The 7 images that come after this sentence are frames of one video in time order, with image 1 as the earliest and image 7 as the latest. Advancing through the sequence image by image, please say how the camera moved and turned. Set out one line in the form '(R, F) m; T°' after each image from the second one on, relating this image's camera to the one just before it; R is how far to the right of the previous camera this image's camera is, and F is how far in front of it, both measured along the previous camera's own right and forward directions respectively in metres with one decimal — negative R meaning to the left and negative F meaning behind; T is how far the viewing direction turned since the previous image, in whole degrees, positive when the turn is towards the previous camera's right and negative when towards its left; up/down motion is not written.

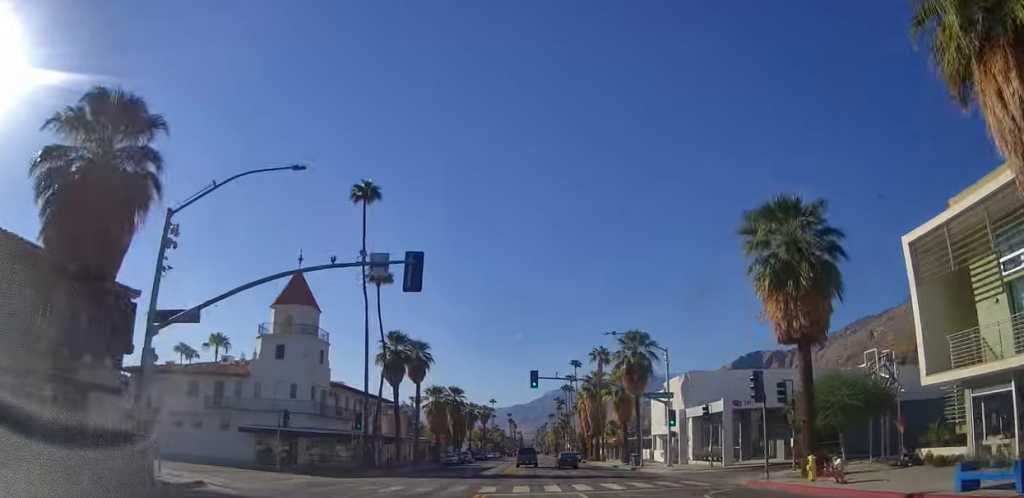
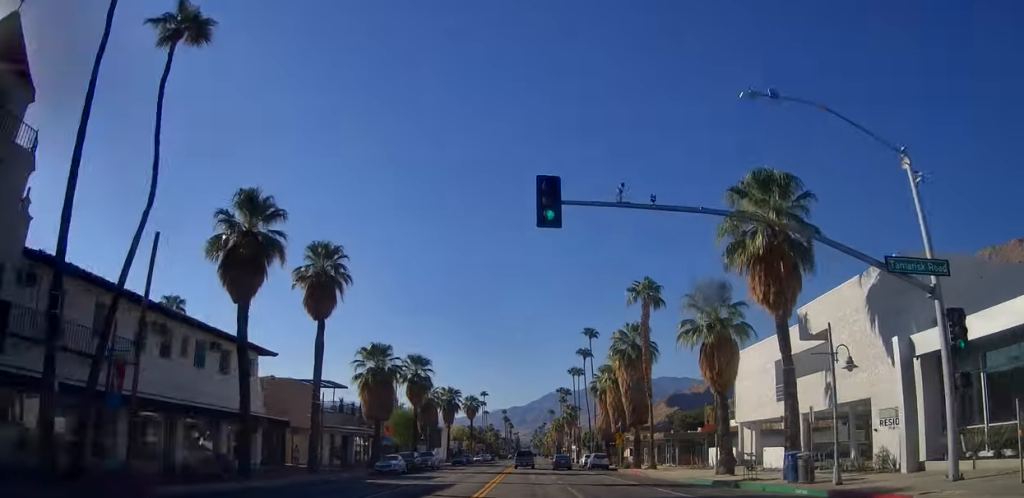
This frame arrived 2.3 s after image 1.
(0.0, +33.5) m; 0°
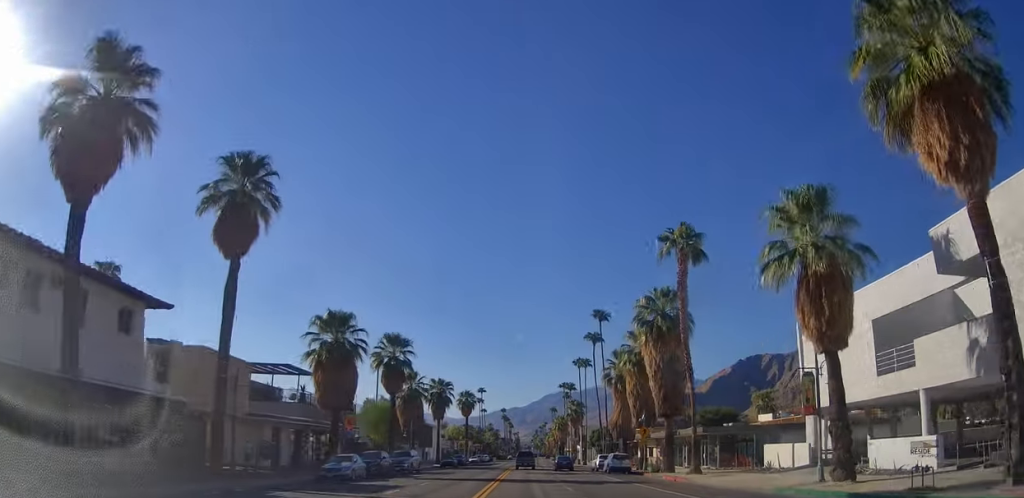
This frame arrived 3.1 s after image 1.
(0.0, +12.1) m; 0°
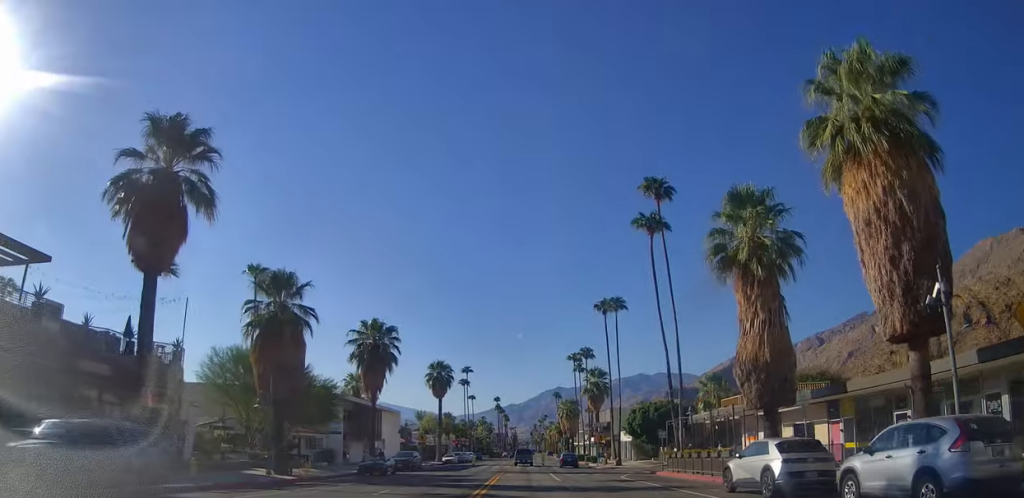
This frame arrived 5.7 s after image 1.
(0.0, +37.1) m; 0°
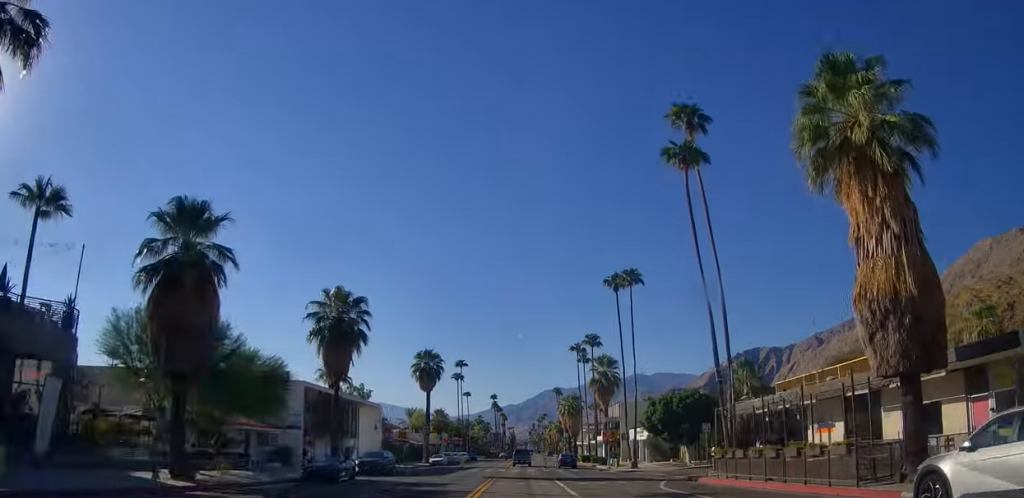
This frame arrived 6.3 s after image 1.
(0.0, +9.9) m; 0°
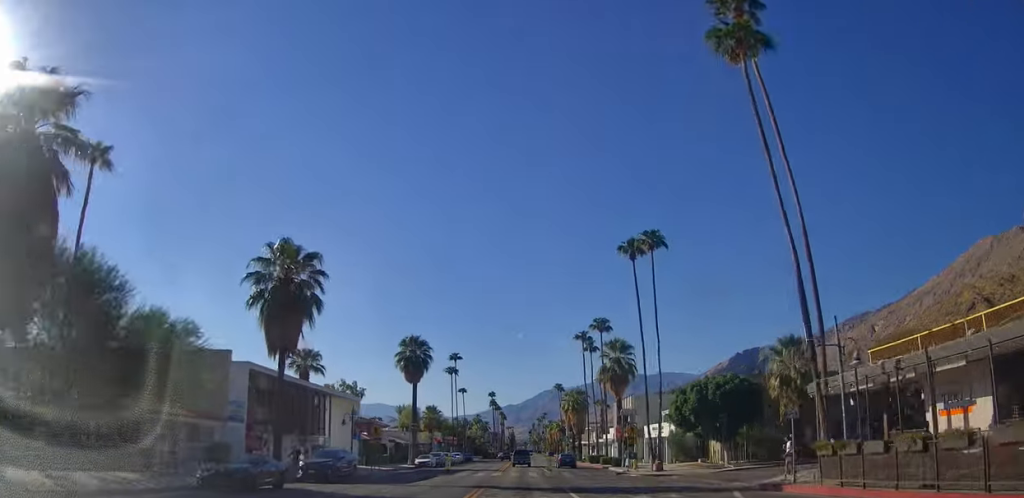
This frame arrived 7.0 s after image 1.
(0.0, +9.9) m; 0°
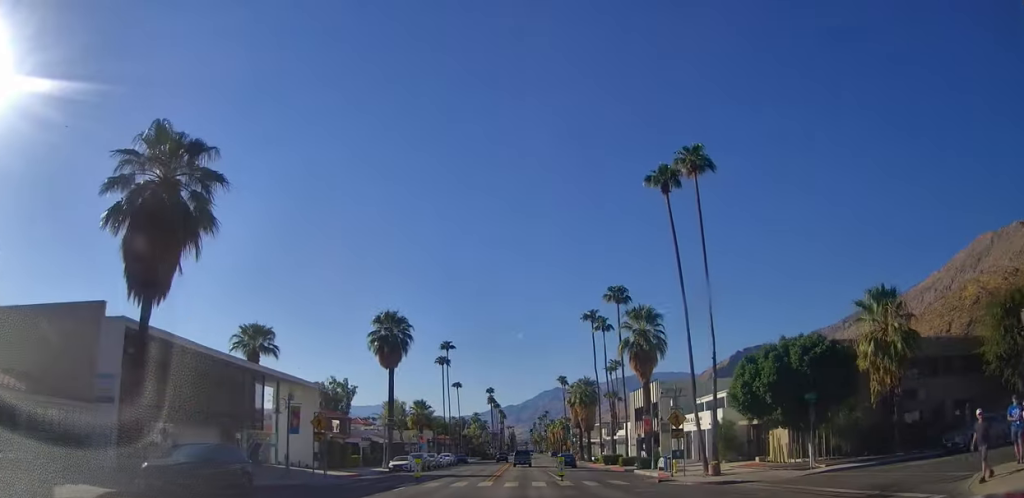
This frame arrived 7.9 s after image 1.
(0.0, +12.9) m; 0°
